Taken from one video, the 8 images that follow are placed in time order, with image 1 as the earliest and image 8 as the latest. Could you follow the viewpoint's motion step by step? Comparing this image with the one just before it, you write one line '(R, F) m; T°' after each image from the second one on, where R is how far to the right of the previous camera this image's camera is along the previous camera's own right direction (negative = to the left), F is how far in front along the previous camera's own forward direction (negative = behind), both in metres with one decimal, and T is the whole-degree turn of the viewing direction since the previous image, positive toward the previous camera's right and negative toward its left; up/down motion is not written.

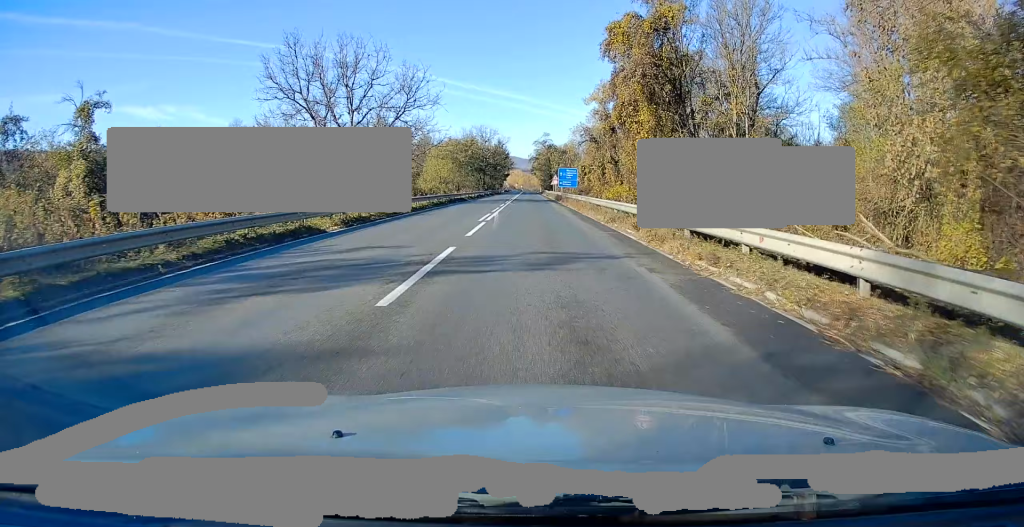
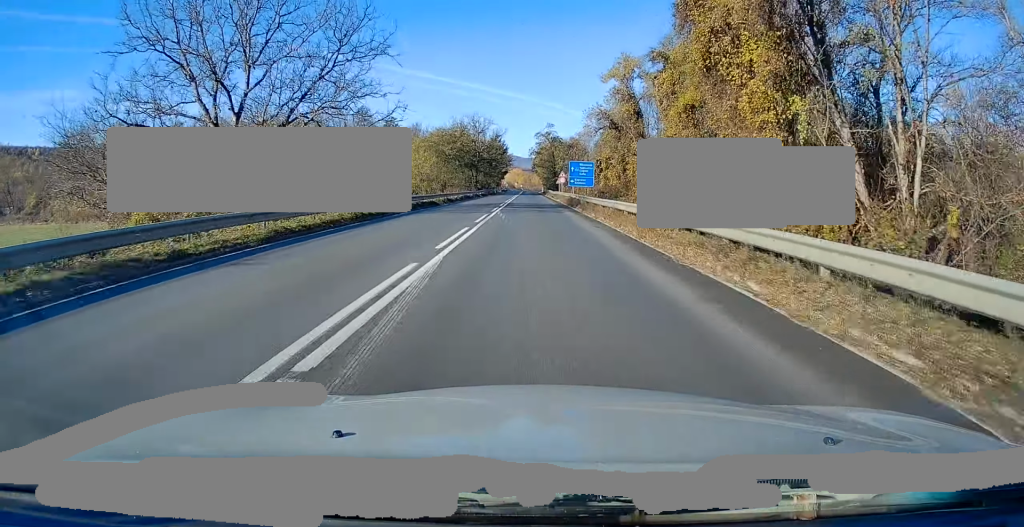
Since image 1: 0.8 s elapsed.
(-0.2, +18.7) m; +1°
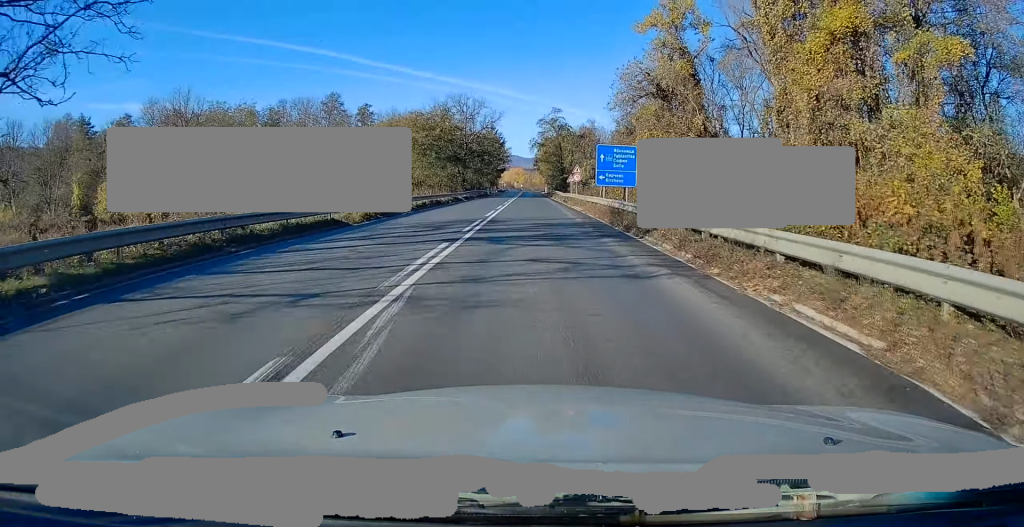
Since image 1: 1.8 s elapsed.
(+0.7, +22.6) m; +1°
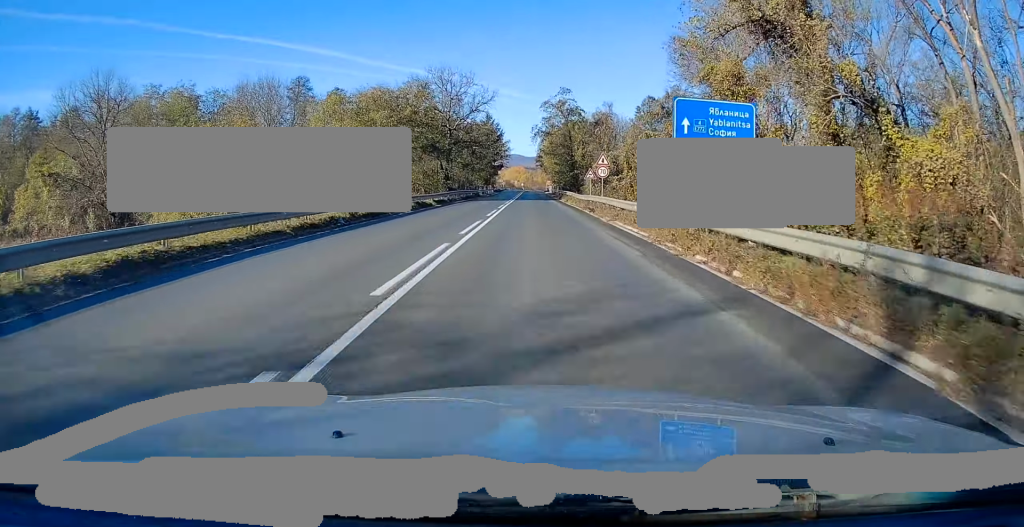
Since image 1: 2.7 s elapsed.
(-0.4, +18.7) m; -1°
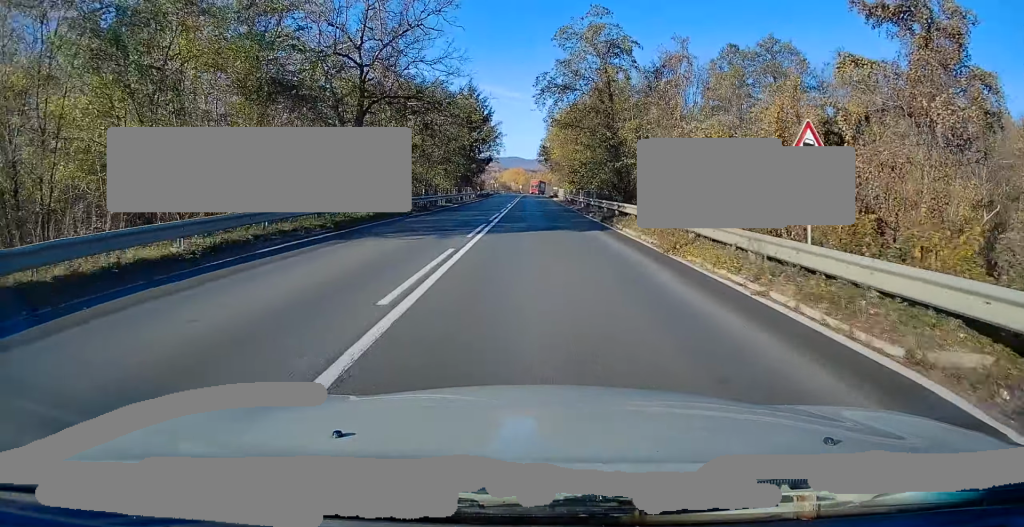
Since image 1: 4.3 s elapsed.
(0.0, +35.8) m; -1°
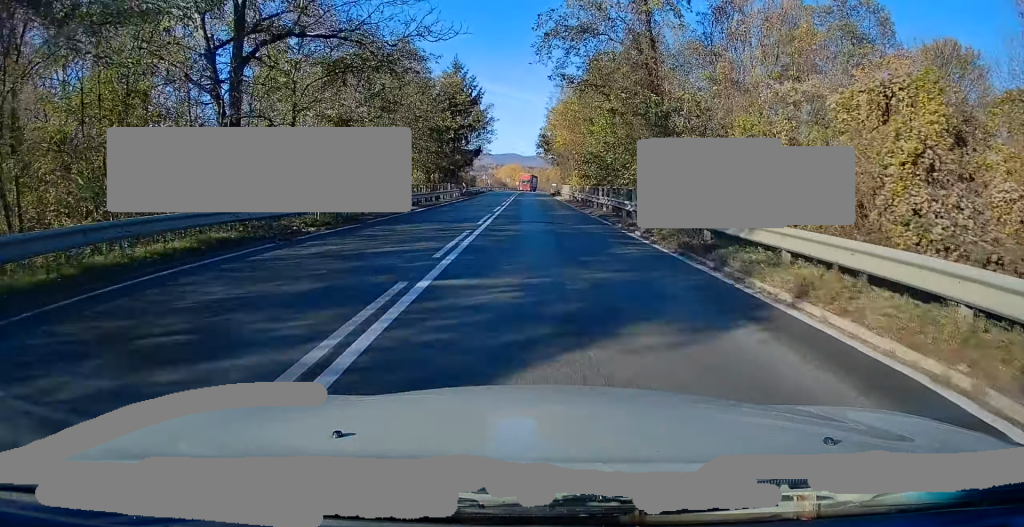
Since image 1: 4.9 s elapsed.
(-0.1, +13.8) m; -1°
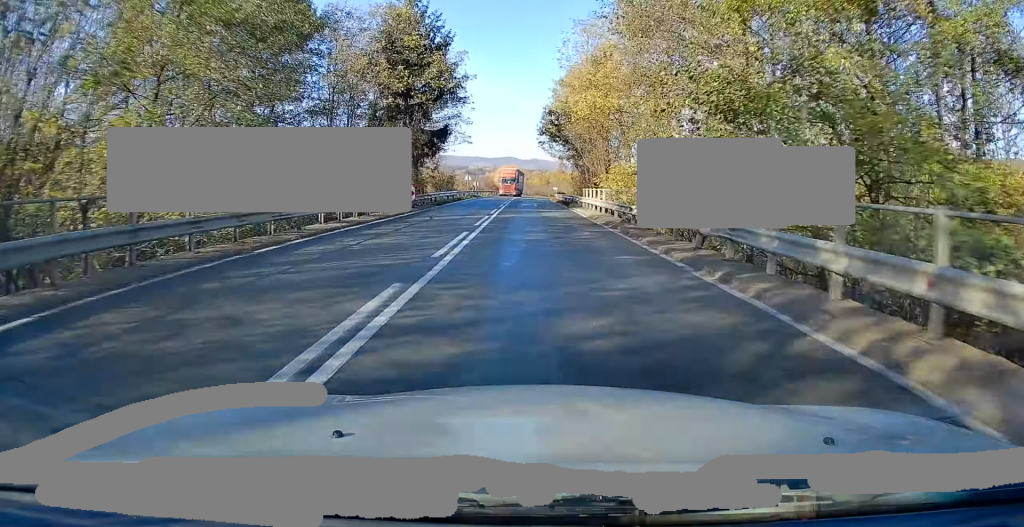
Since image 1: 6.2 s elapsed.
(-0.1, +26.7) m; +1°
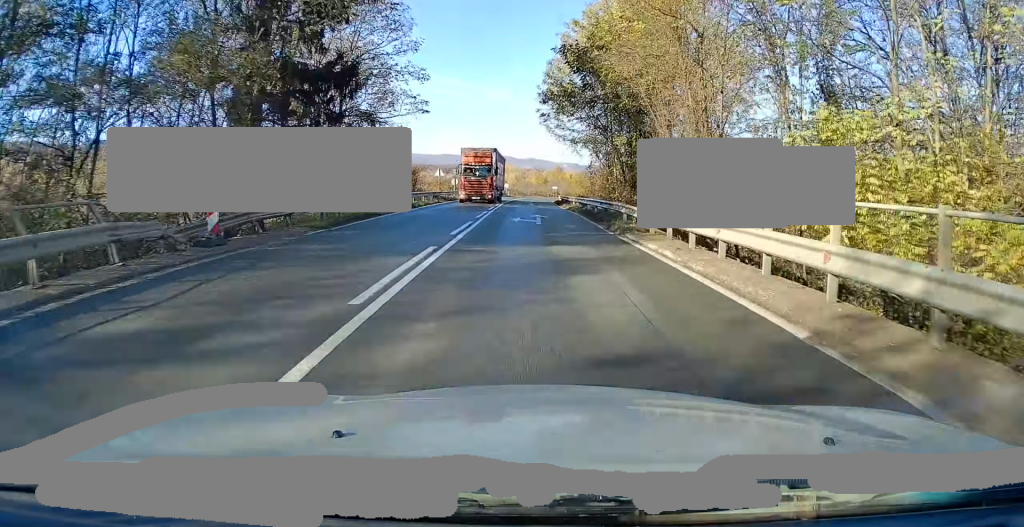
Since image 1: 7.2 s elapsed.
(+0.3, +22.3) m; +1°
